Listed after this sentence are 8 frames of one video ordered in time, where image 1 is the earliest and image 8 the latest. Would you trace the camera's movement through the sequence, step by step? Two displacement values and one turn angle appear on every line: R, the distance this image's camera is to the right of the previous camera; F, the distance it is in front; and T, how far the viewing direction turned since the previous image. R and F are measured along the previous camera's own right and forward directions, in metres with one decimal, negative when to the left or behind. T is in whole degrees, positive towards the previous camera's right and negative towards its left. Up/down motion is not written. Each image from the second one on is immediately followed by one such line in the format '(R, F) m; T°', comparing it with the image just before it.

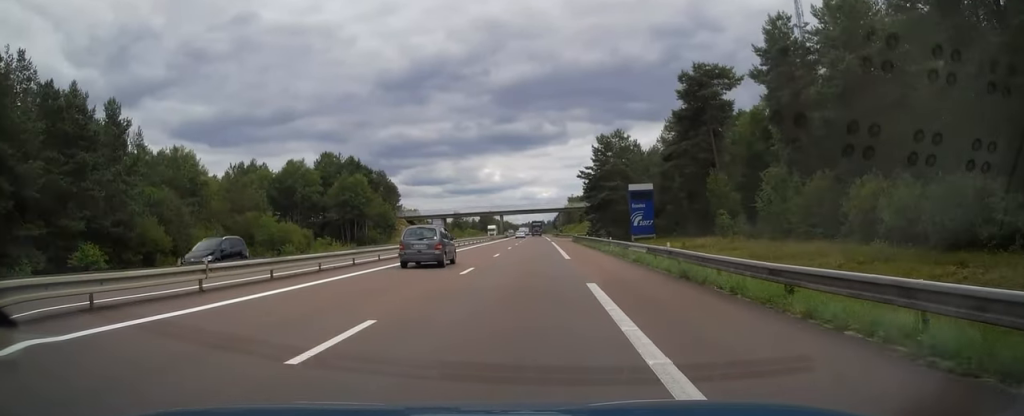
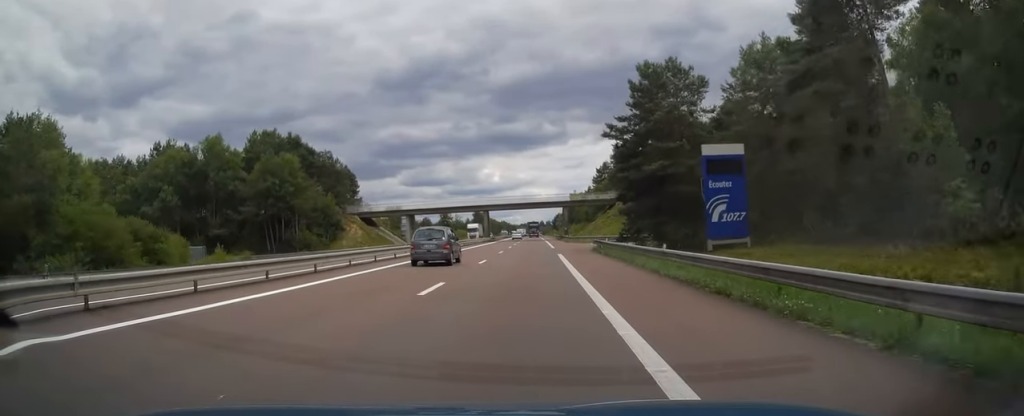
(+0.1, +32.0) m; 0°
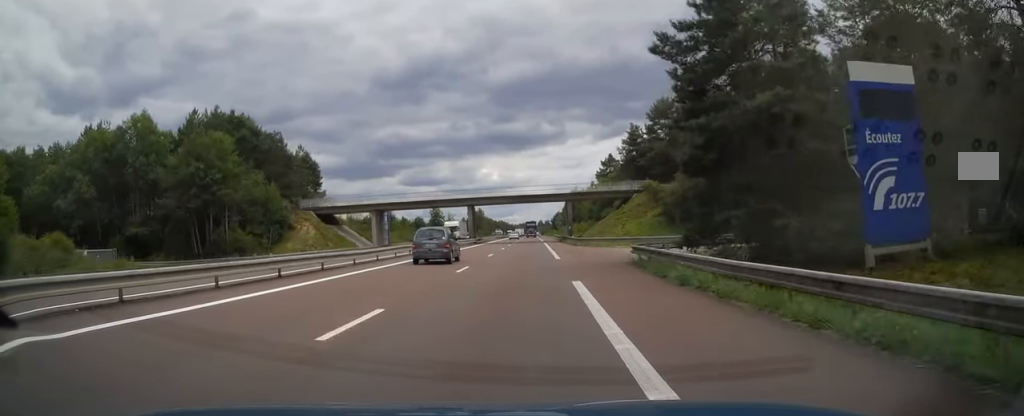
(-0.2, +18.7) m; 0°
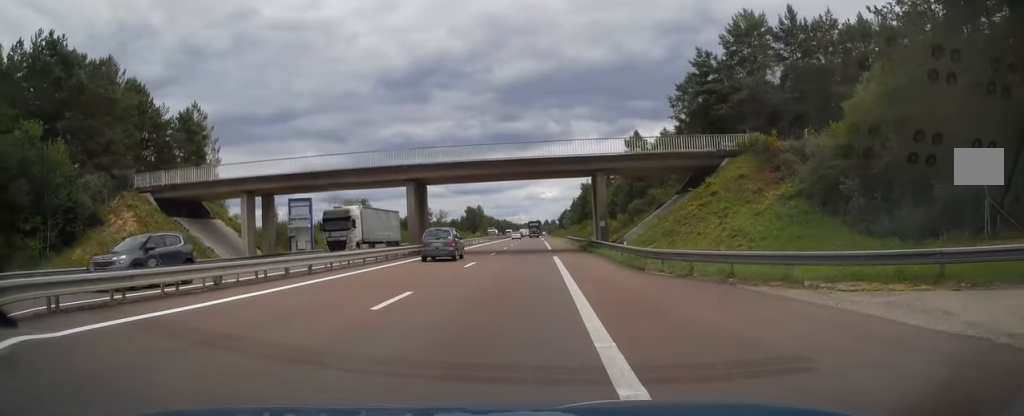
(0.0, +35.9) m; 0°
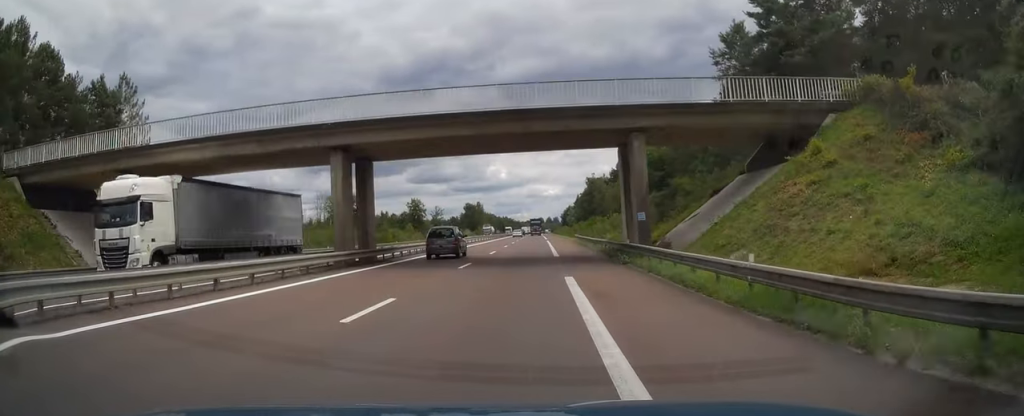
(0.0, +14.7) m; 0°
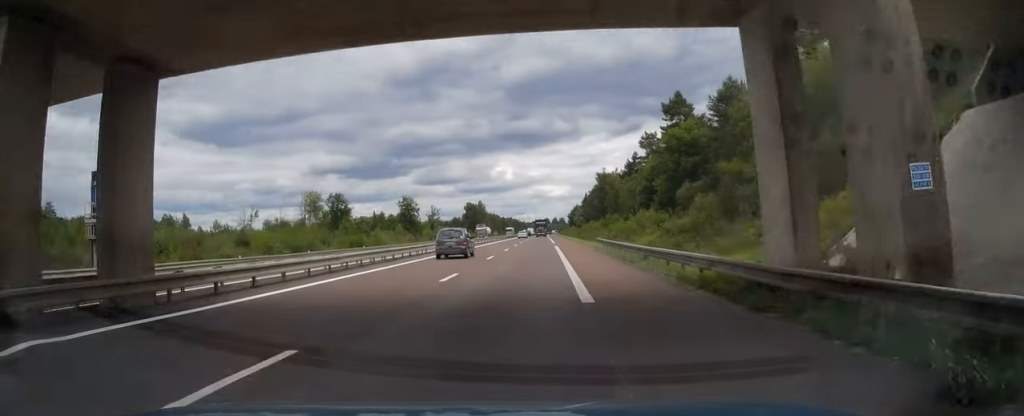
(0.0, +18.2) m; 0°
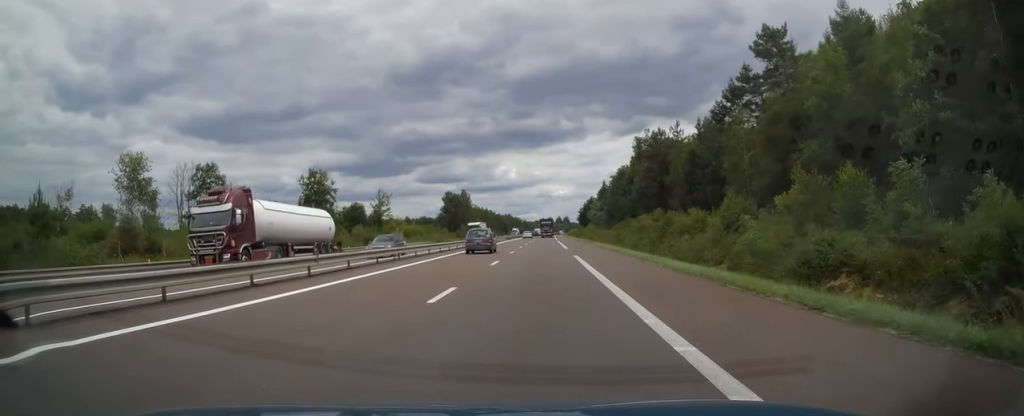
(-0.8, +70.4) m; -1°
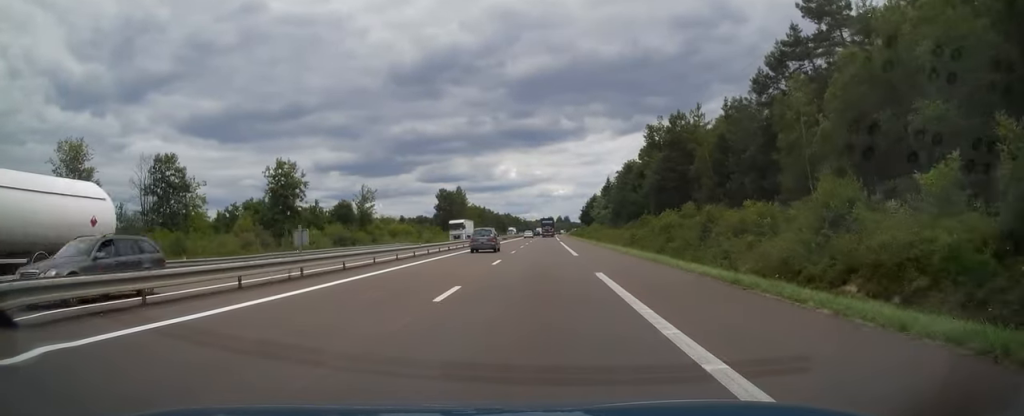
(-0.1, +12.8) m; 0°
